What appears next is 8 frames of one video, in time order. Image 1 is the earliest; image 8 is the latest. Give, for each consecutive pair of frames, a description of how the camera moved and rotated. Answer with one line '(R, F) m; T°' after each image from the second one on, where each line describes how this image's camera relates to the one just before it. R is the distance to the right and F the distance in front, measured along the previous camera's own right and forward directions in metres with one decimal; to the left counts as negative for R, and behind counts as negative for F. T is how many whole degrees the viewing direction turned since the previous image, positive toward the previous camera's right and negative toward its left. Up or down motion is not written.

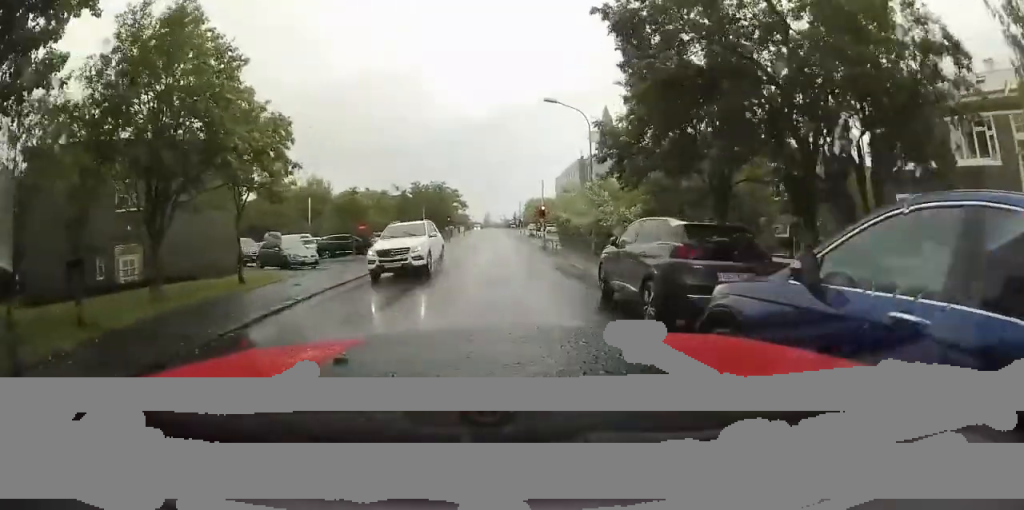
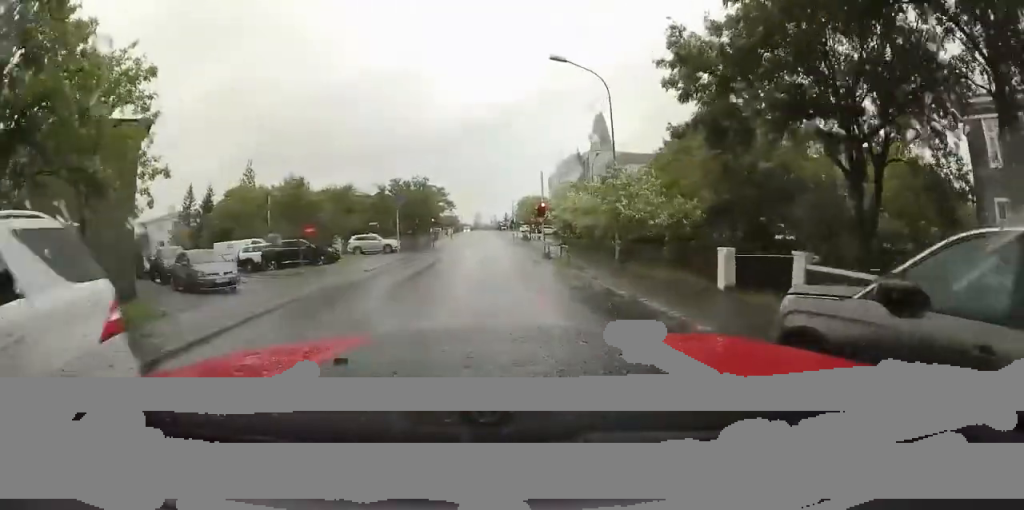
(0.0, +5.8) m; +1°
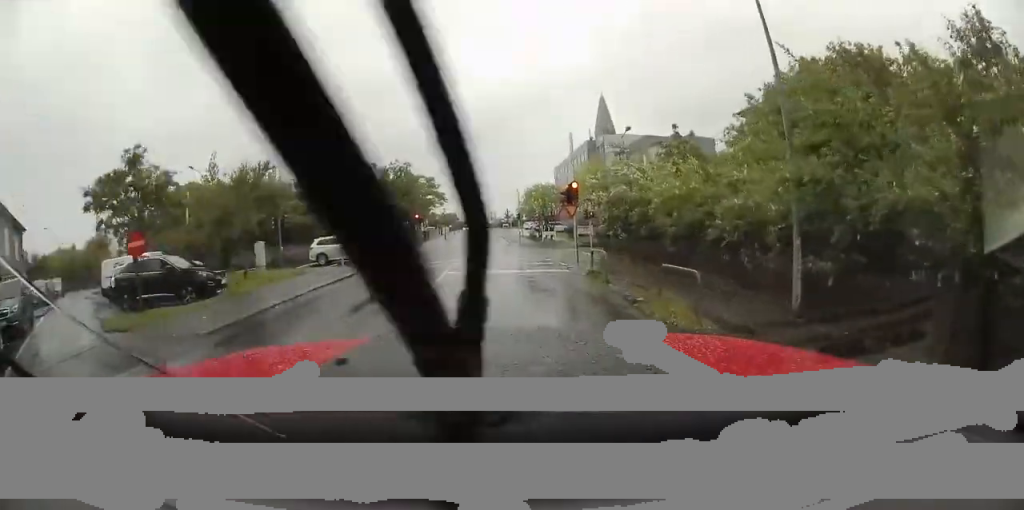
(+0.2, +10.2) m; +2°
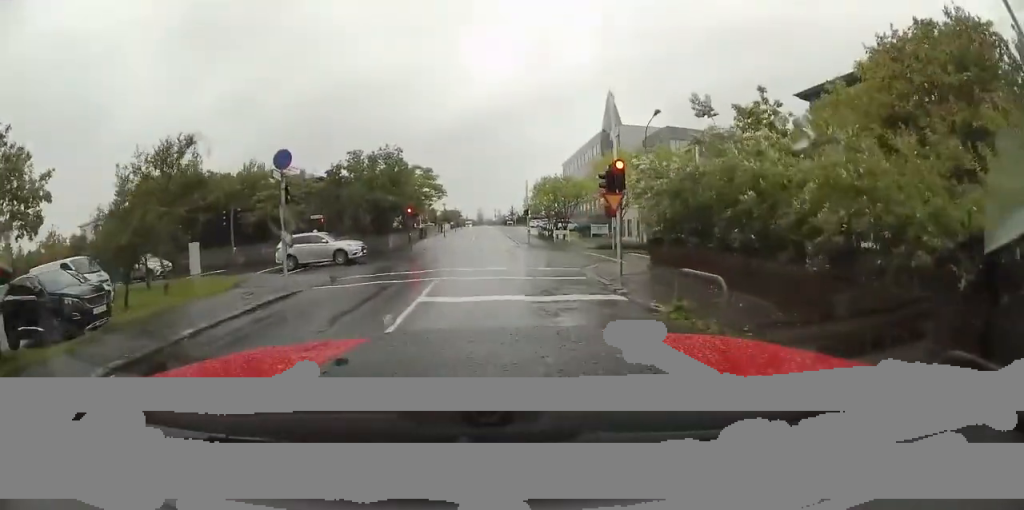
(+0.1, +5.3) m; +1°
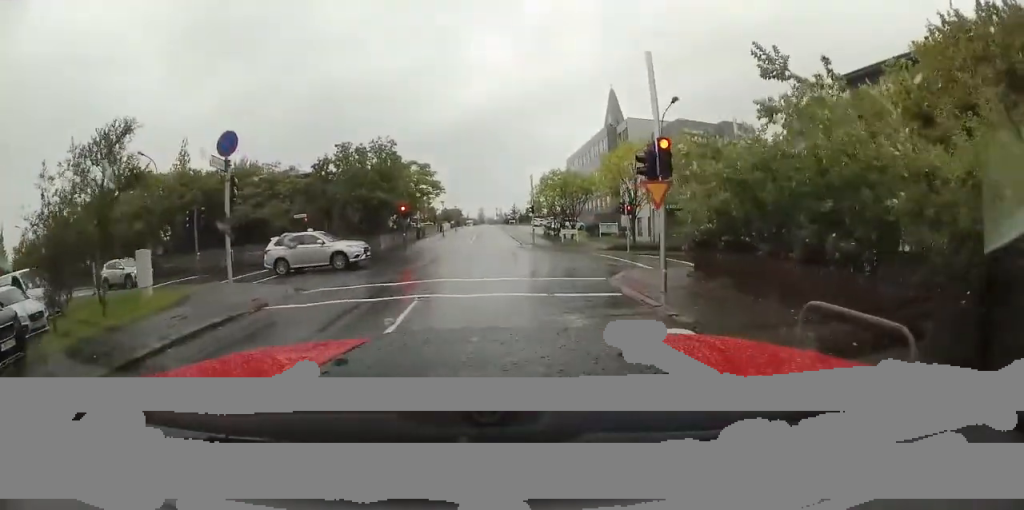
(0.0, +3.0) m; -1°
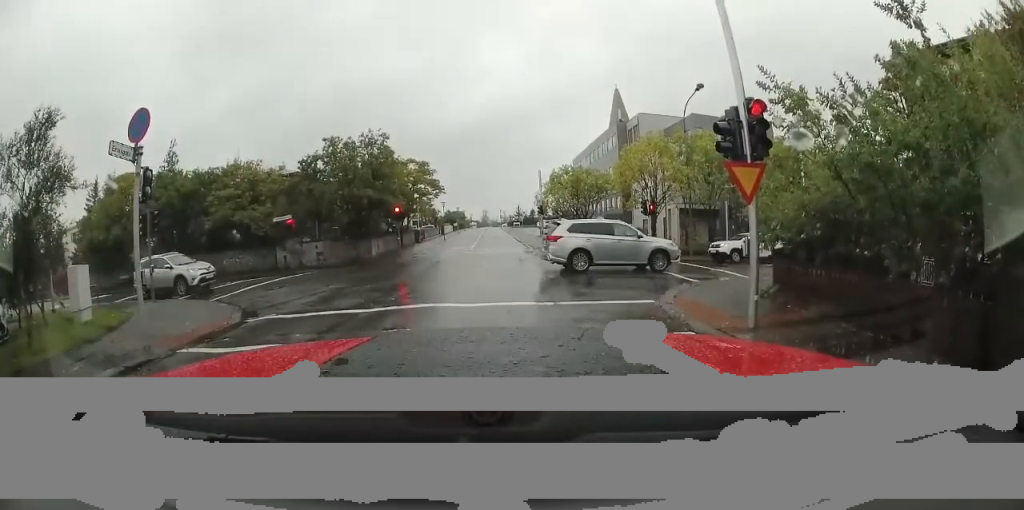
(0.0, +4.6) m; -1°
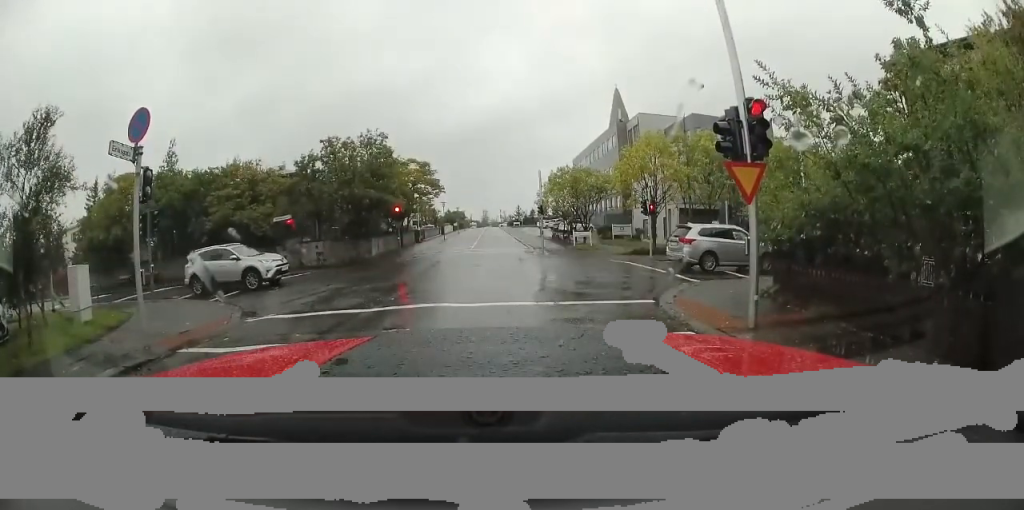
(0.0, 0.0) m; 0°
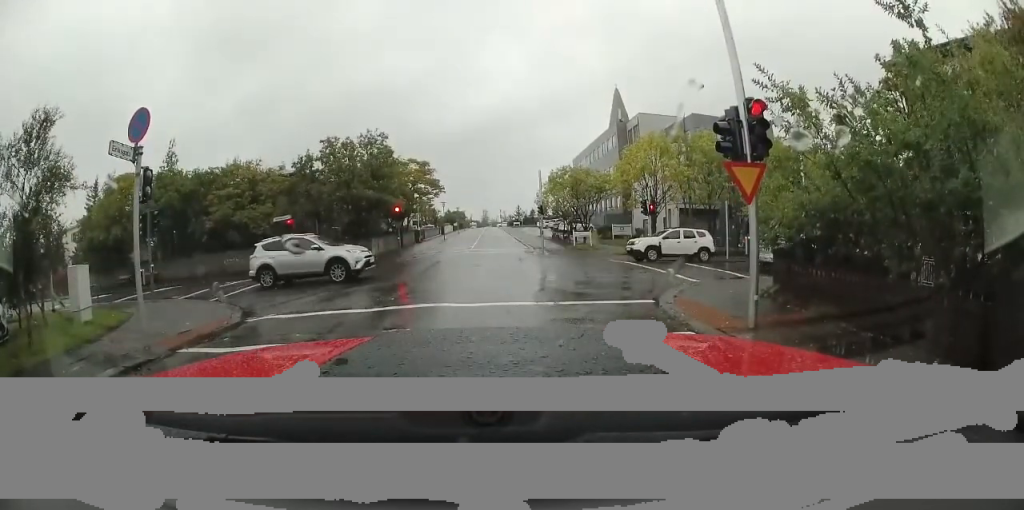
(0.0, 0.0) m; 0°
